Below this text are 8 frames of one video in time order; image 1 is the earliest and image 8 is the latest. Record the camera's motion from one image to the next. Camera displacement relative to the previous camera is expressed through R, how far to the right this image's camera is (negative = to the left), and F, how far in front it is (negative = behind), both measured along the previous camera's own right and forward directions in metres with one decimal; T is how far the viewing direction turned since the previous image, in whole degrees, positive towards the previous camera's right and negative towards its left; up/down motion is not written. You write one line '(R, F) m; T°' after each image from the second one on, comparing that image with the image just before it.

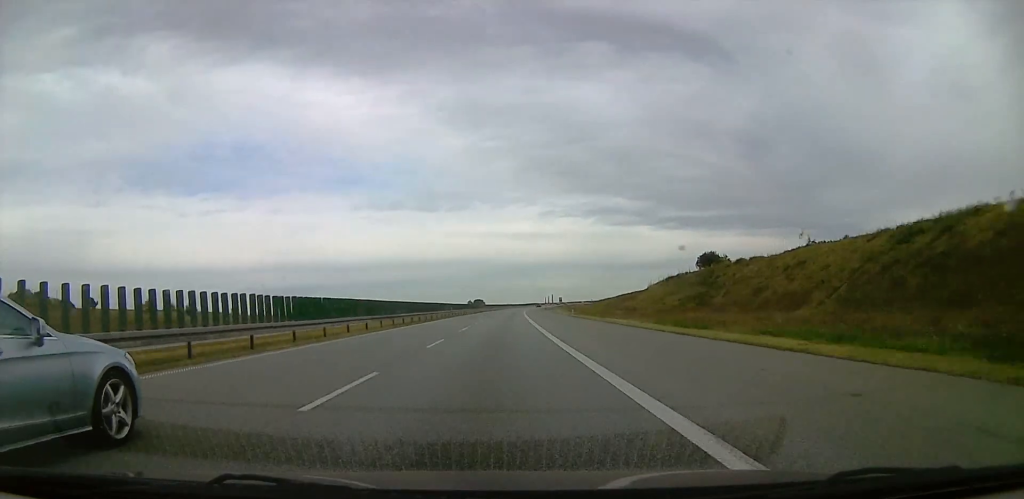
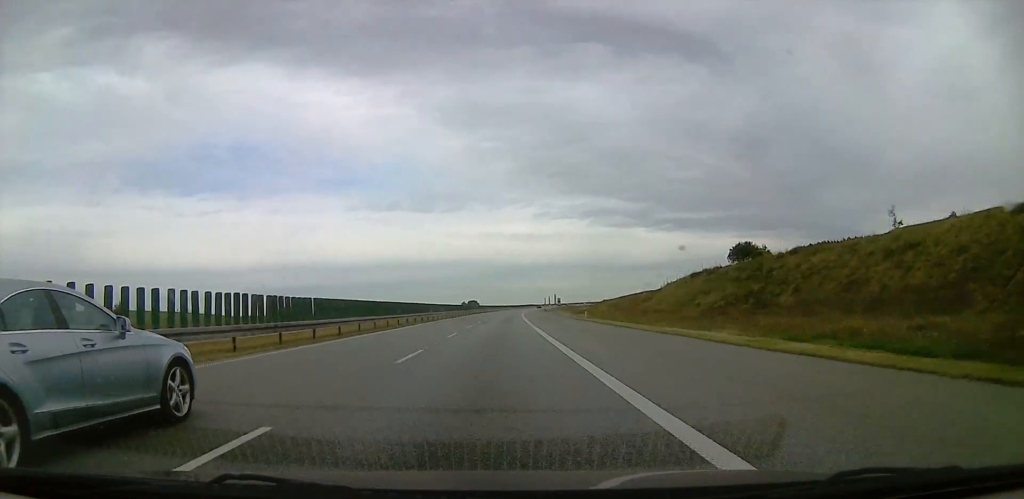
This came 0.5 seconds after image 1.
(+0.1, +17.4) m; 0°
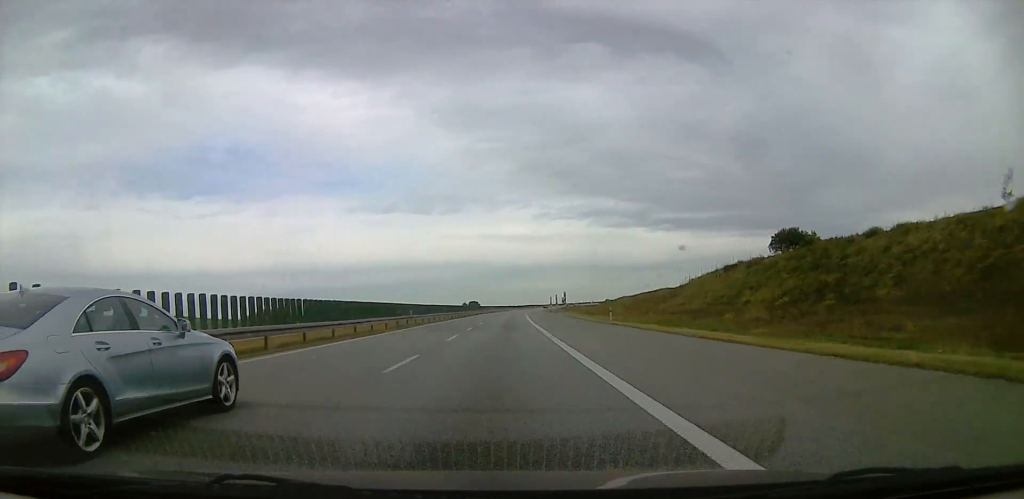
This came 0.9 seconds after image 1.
(+0.1, +13.9) m; 0°
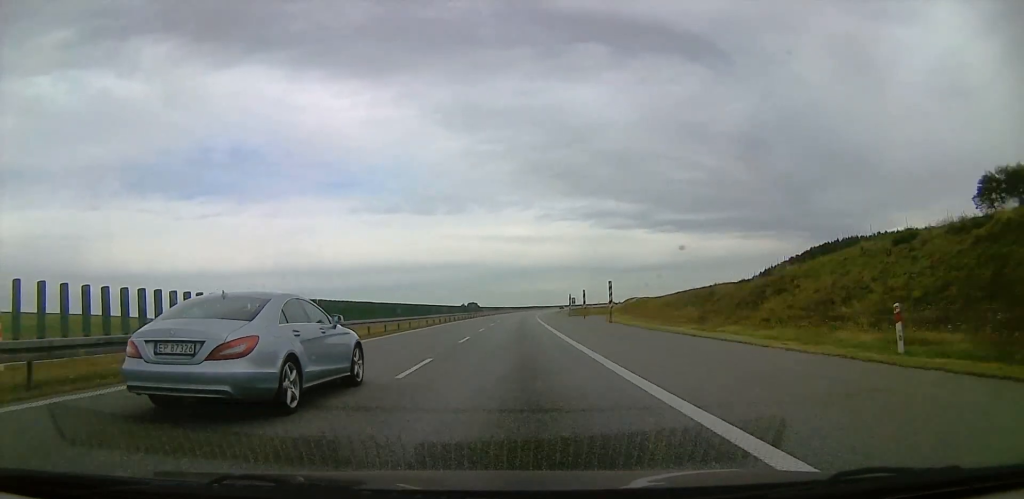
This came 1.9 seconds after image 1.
(+0.2, +35.6) m; 0°
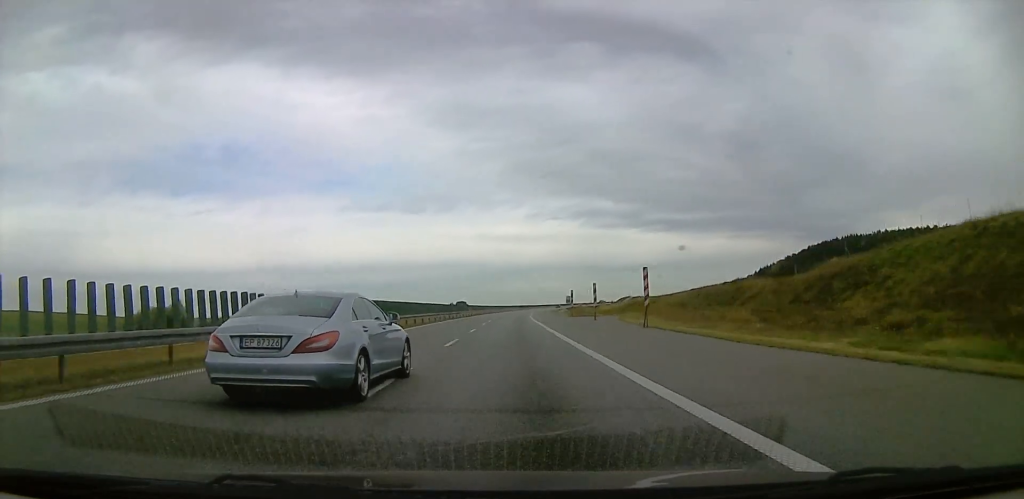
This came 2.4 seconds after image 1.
(0.0, +14.8) m; 0°
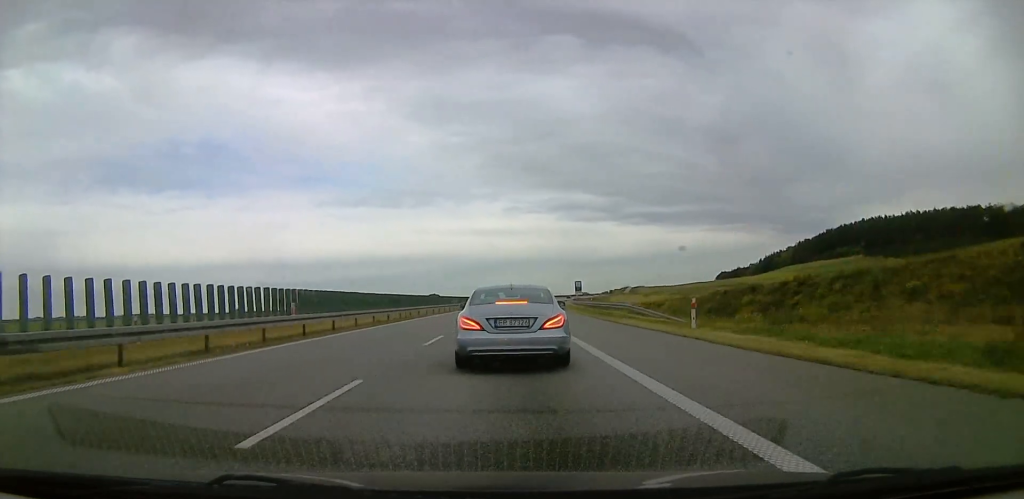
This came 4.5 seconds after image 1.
(+0.3, +72.3) m; +1°
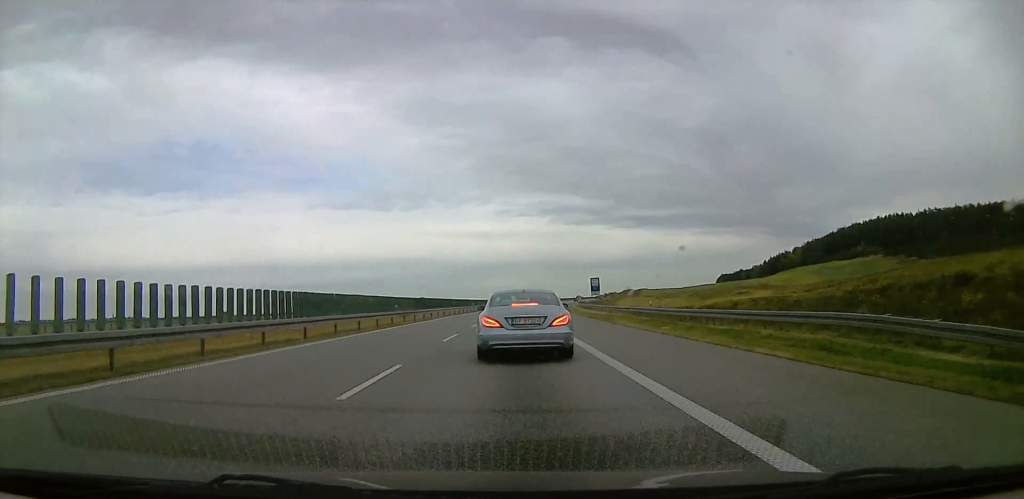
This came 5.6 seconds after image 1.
(+0.4, +33.1) m; +1°
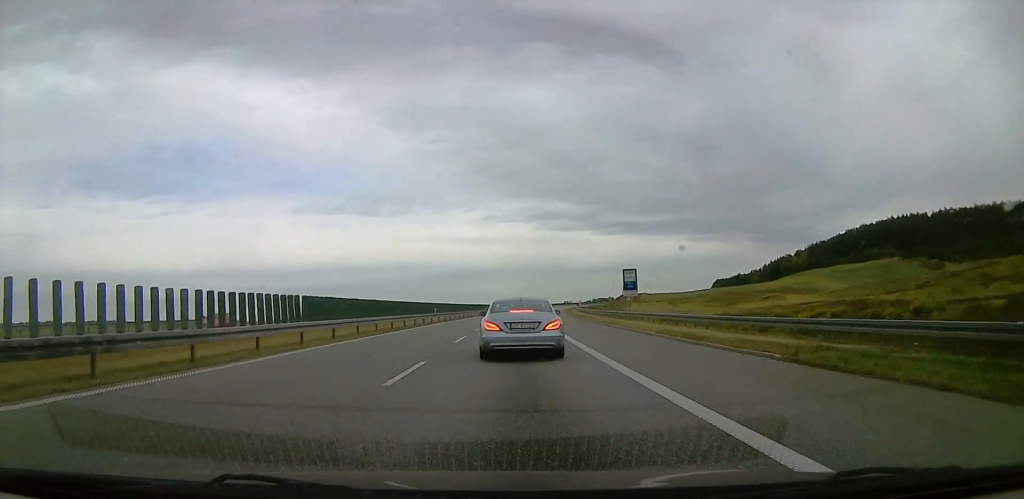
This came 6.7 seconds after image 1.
(+0.5, +33.0) m; +2°
